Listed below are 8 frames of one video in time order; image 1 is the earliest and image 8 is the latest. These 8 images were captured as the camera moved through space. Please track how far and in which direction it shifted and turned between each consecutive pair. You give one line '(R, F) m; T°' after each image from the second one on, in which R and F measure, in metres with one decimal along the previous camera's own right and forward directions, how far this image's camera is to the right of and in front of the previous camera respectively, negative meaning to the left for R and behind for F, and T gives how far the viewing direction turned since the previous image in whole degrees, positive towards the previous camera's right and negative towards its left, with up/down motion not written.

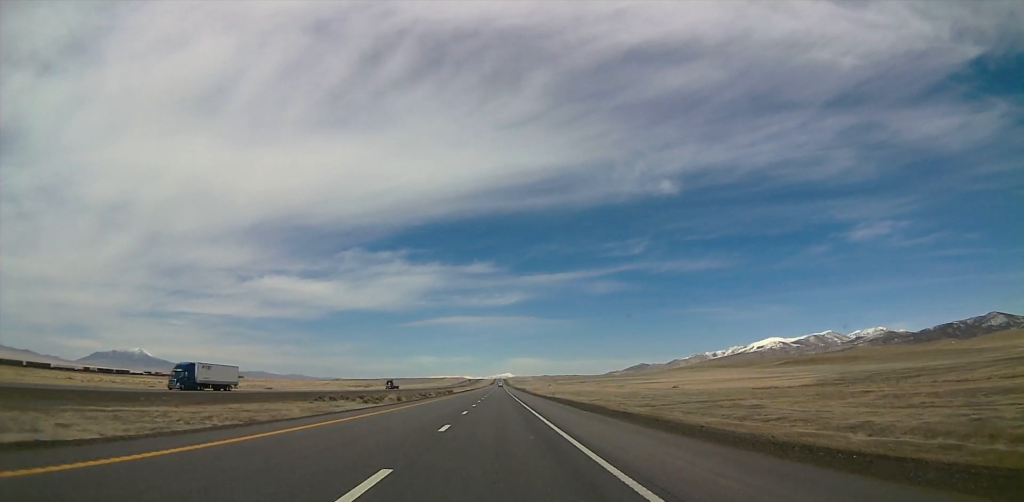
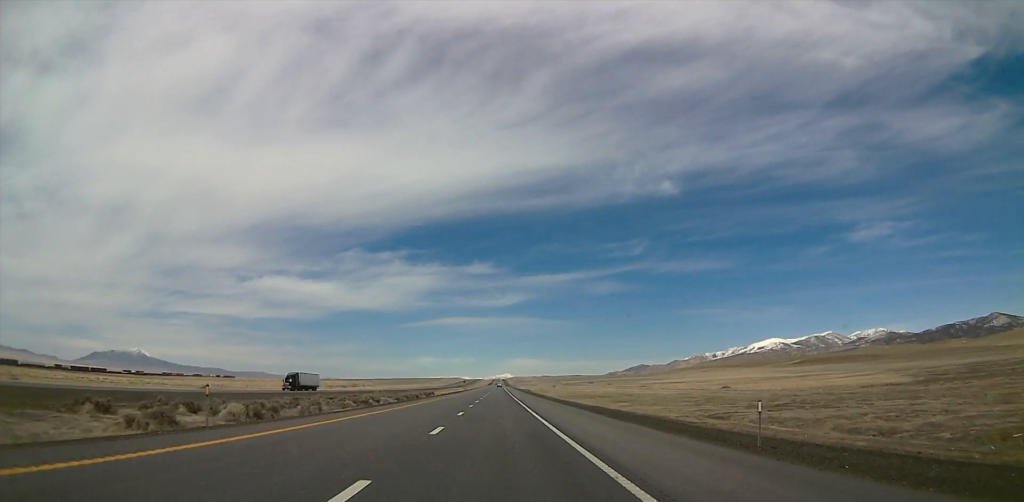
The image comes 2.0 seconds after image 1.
(+0.8, +63.8) m; +1°
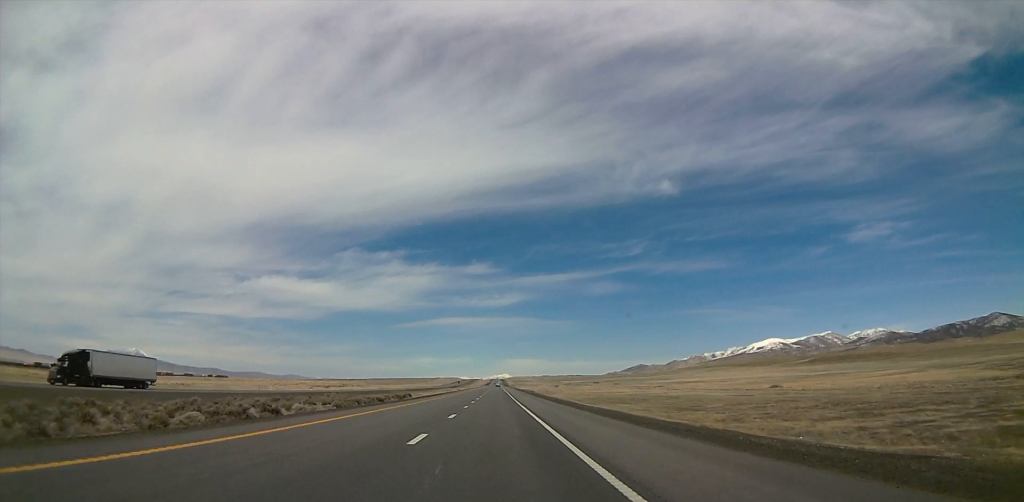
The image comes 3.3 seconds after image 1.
(0.0, +40.7) m; 0°
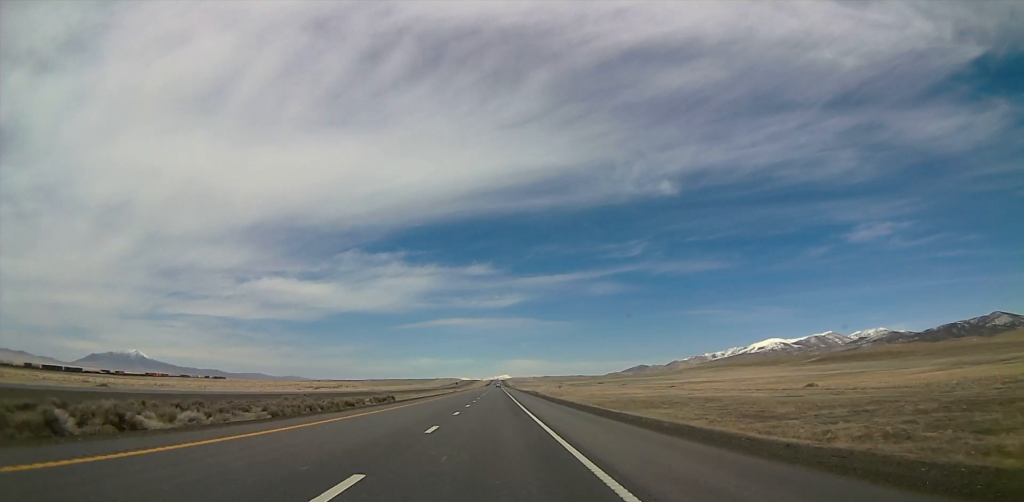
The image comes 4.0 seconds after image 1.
(0.0, +20.8) m; 0°
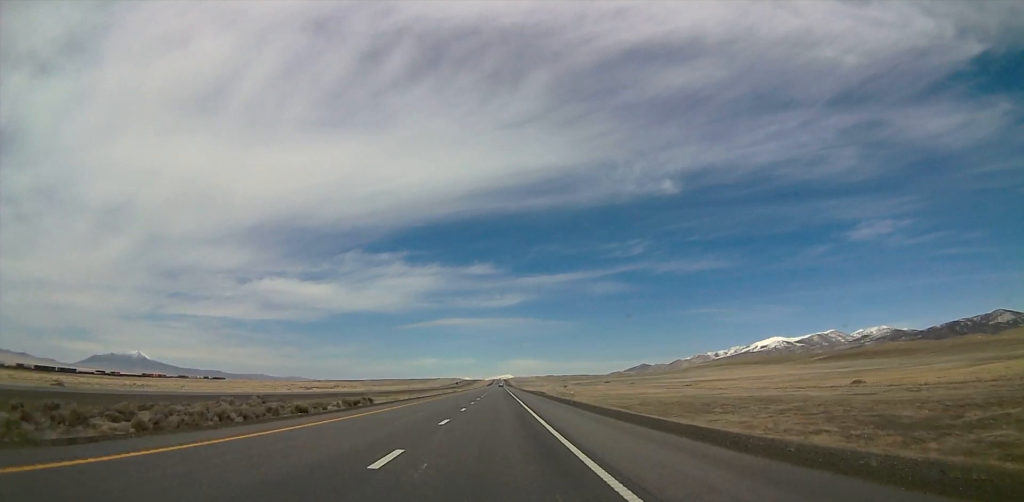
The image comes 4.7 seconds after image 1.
(0.0, +20.8) m; 0°
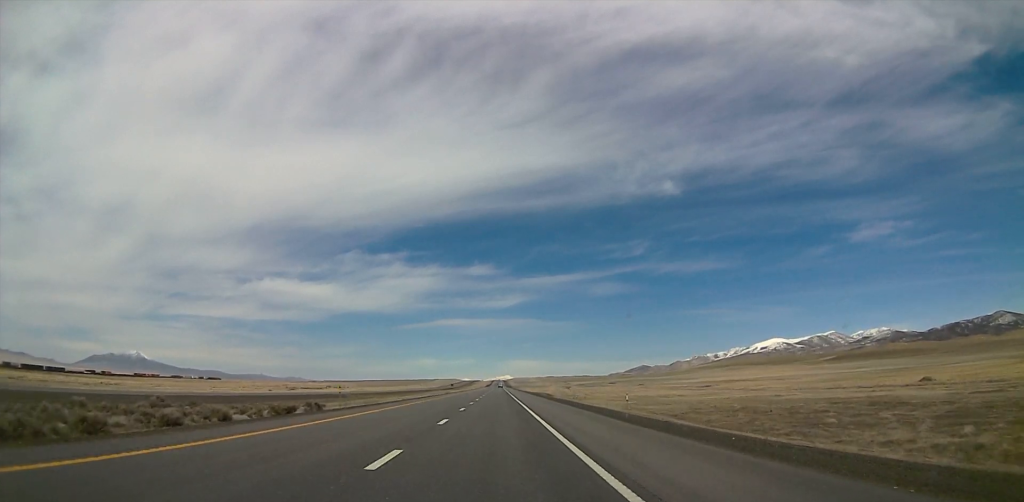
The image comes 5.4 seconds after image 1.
(0.0, +23.9) m; 0°
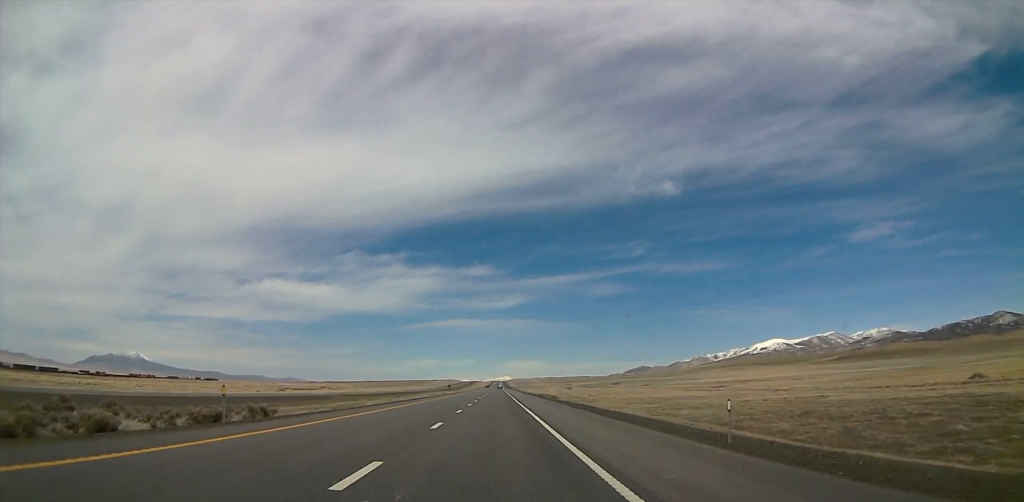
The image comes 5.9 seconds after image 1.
(0.0, +14.5) m; 0°
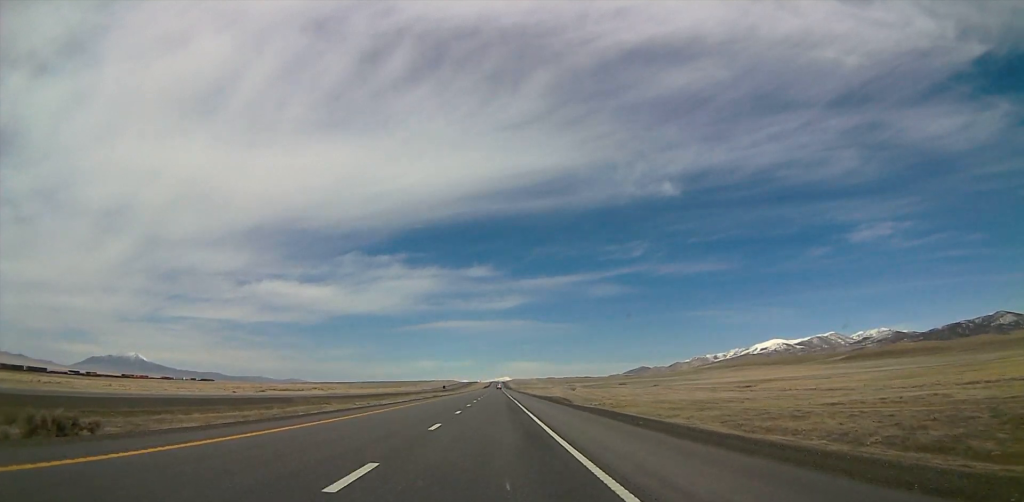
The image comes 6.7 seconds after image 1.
(0.0, +24.9) m; 0°
